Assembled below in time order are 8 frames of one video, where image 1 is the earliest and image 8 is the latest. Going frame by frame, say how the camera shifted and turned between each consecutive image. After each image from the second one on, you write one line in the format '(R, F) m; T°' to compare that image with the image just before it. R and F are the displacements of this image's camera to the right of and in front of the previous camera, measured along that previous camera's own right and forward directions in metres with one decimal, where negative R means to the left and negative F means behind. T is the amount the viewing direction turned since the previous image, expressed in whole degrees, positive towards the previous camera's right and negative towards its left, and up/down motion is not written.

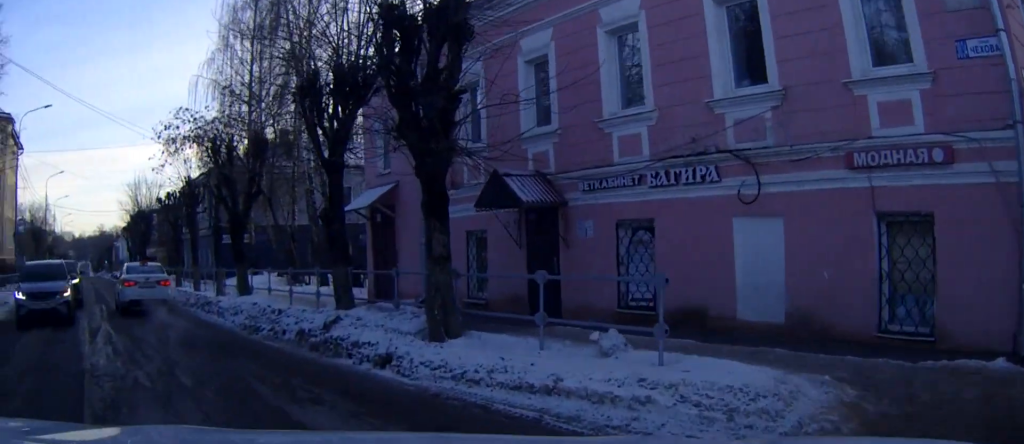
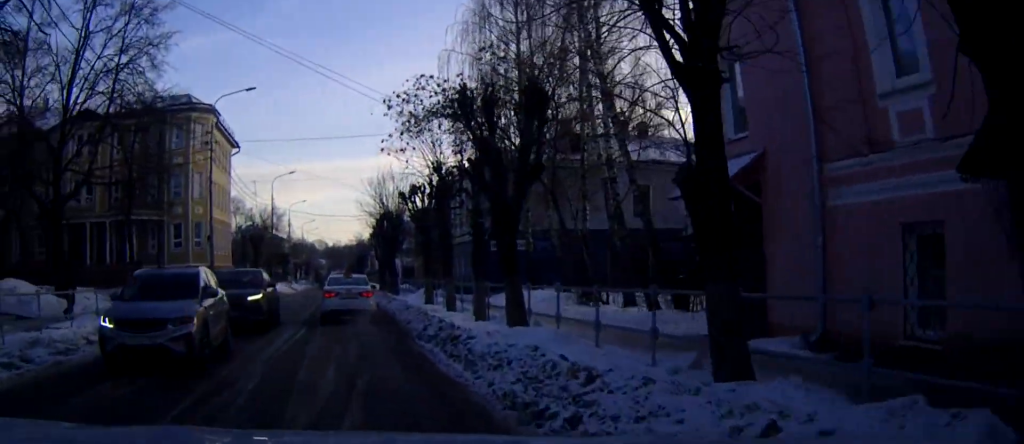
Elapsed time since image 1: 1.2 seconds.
(-1.4, +6.6) m; -18°
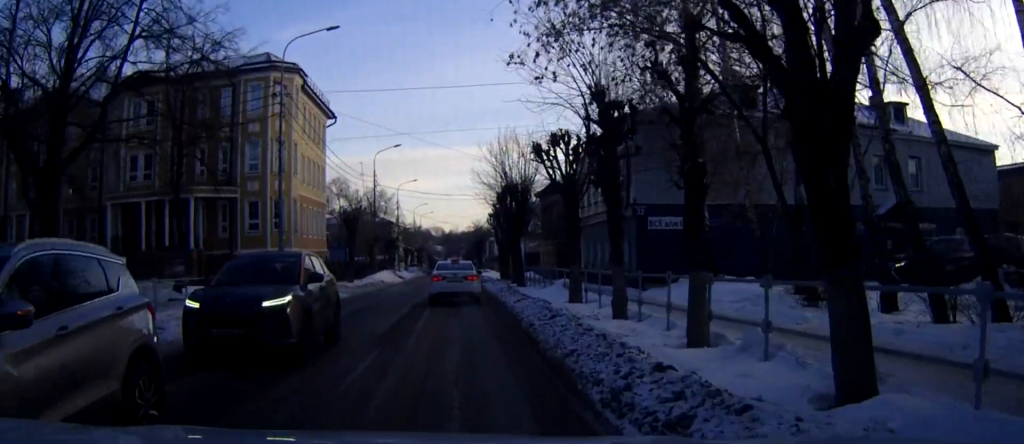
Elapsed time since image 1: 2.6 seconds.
(-1.2, +8.1) m; -13°
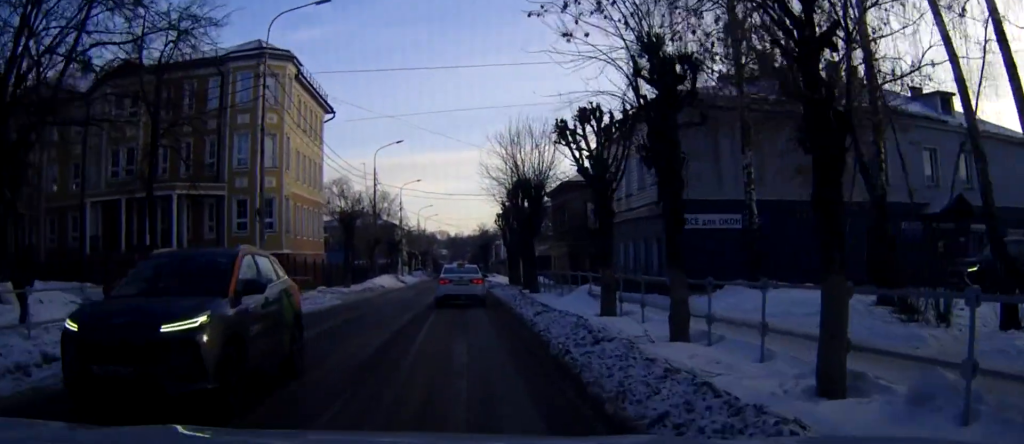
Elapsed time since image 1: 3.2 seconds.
(-0.2, +3.8) m; -2°
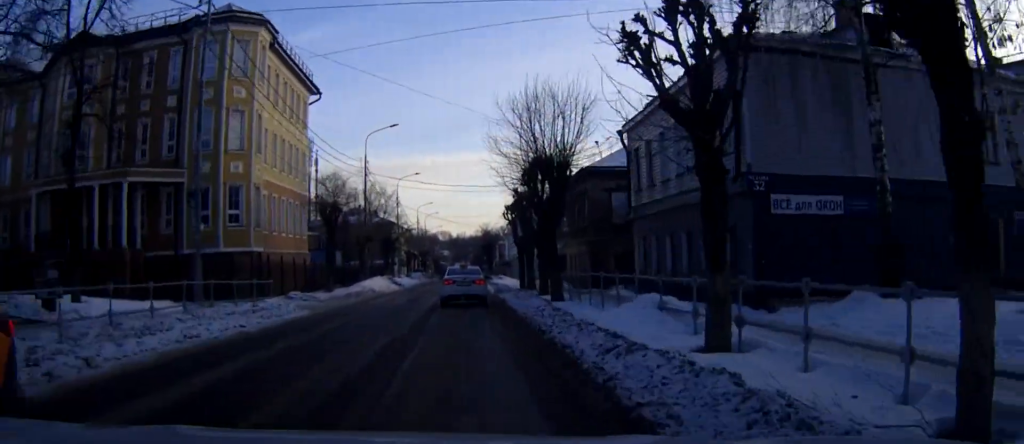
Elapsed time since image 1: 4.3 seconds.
(+0.1, +6.7) m; 0°
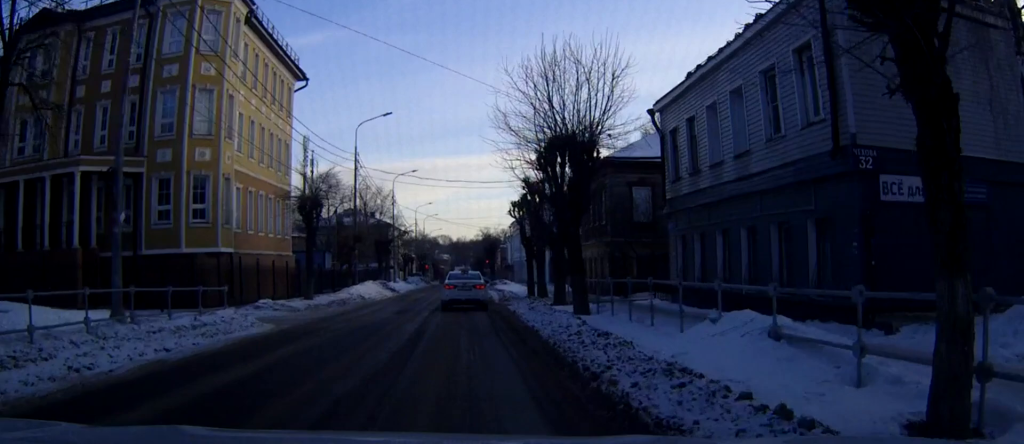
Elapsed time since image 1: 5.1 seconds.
(0.0, +4.5) m; -1°
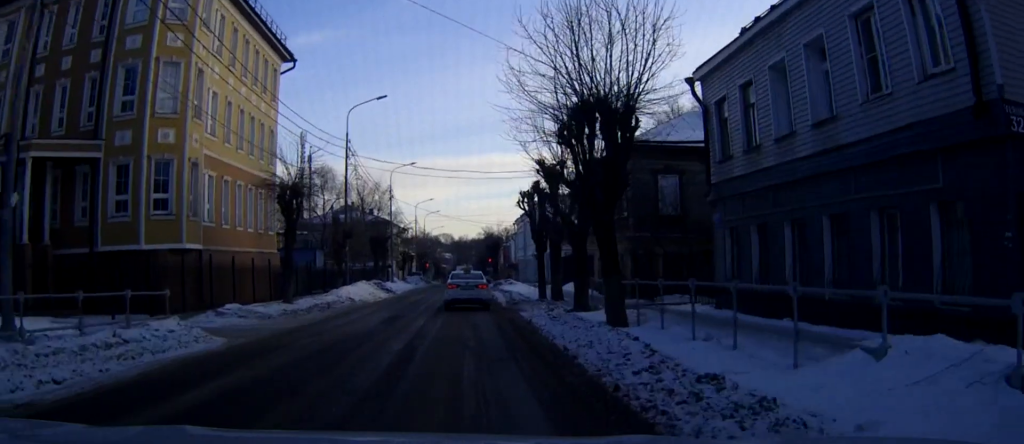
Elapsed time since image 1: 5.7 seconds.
(0.0, +4.1) m; 0°
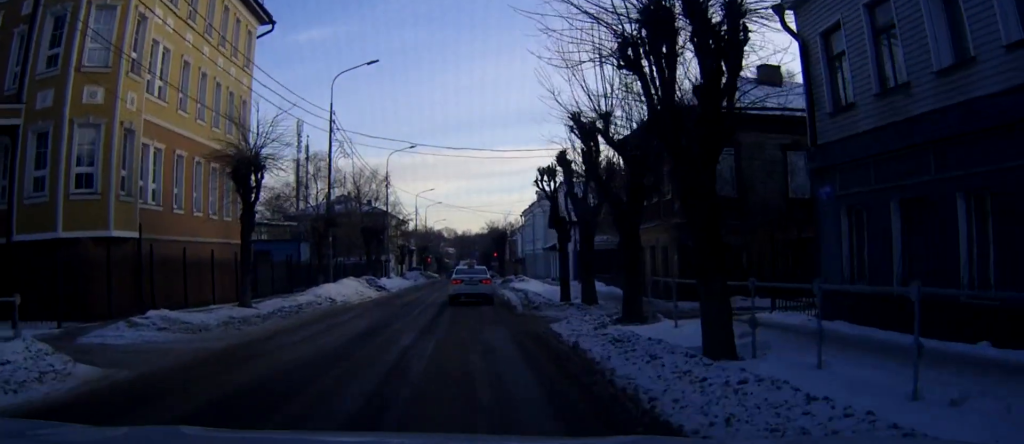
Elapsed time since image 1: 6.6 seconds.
(0.0, +6.1) m; -1°
